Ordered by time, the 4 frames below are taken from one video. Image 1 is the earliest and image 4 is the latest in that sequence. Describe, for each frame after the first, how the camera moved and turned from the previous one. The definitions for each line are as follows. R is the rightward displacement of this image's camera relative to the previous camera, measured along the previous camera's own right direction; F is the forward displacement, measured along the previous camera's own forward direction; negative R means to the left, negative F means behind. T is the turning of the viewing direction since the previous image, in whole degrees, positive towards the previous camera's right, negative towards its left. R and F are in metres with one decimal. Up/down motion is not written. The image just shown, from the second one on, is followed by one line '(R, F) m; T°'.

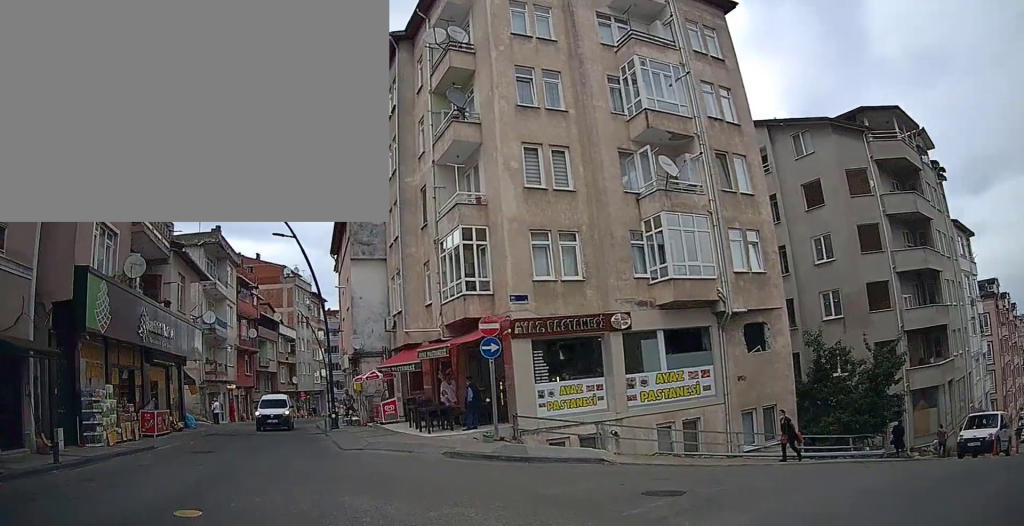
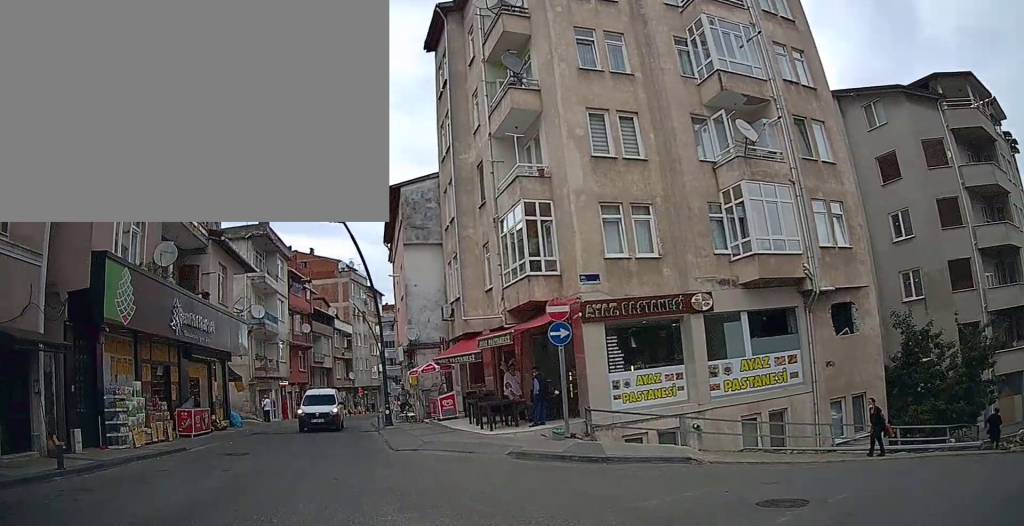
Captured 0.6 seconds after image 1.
(0.0, +1.2) m; -3°
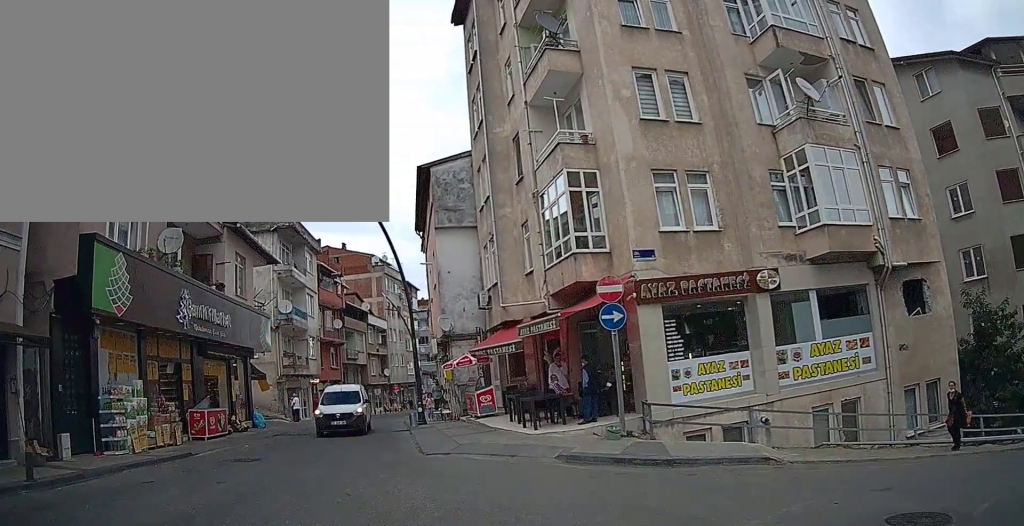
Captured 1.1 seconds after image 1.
(0.0, +1.3) m; -4°
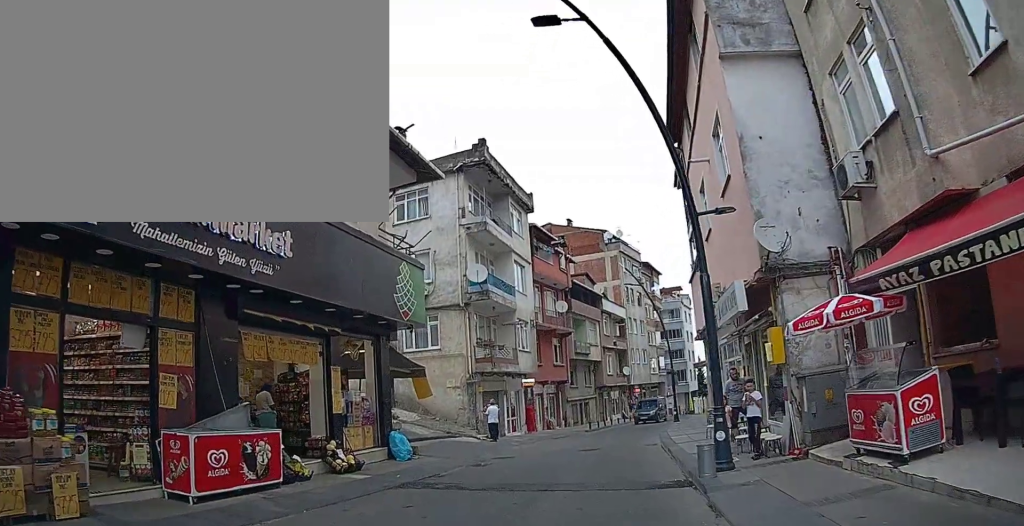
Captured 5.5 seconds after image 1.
(-2.5, +10.2) m; -22°
